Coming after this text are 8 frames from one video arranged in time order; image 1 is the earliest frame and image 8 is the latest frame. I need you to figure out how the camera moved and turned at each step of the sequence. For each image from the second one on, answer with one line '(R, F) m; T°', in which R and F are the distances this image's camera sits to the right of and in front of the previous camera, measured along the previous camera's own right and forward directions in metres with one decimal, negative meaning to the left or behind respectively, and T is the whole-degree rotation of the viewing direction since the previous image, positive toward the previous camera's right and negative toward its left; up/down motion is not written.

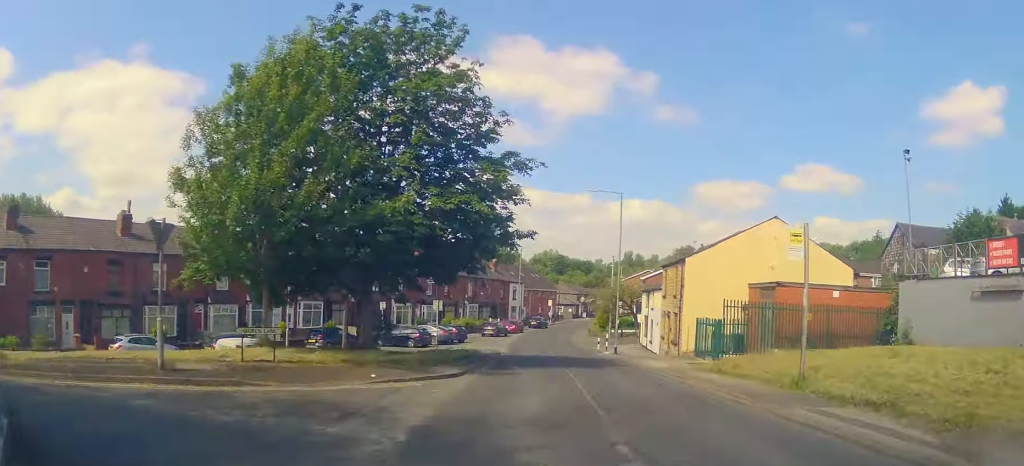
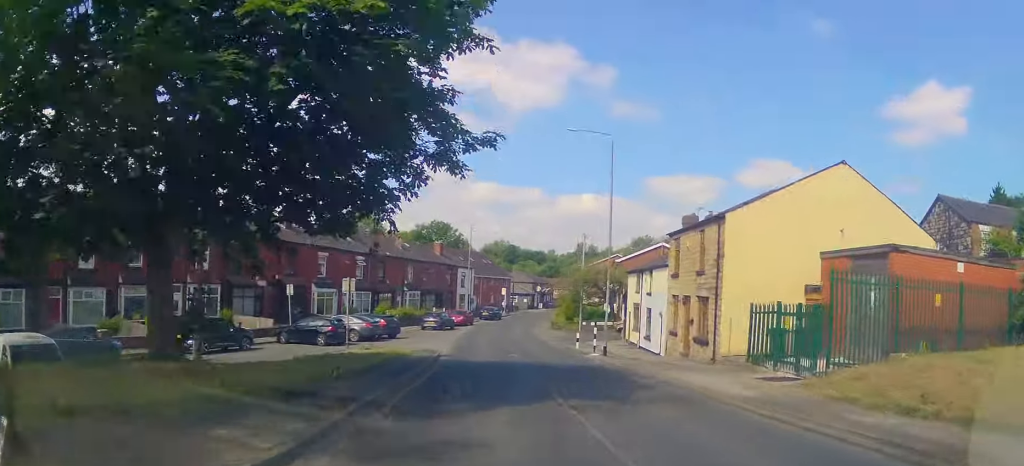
(+0.2, +11.2) m; +2°
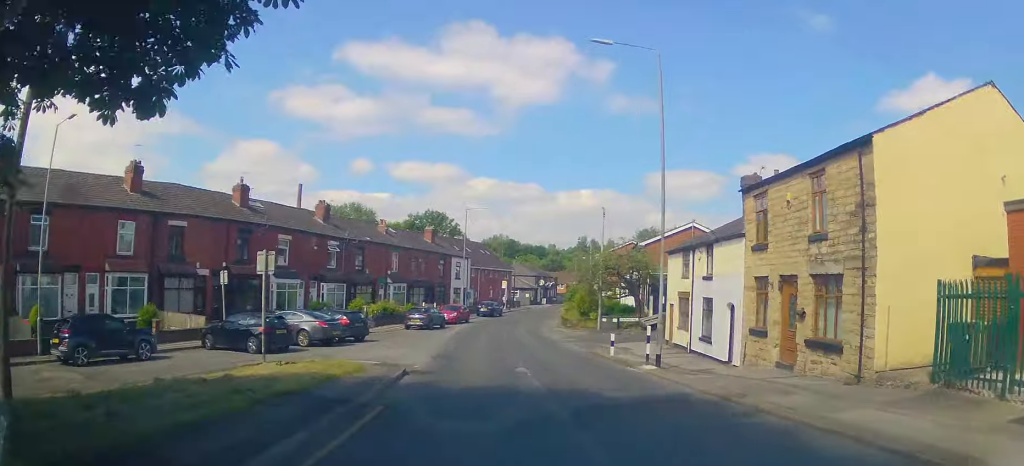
(+0.4, +8.6) m; -3°
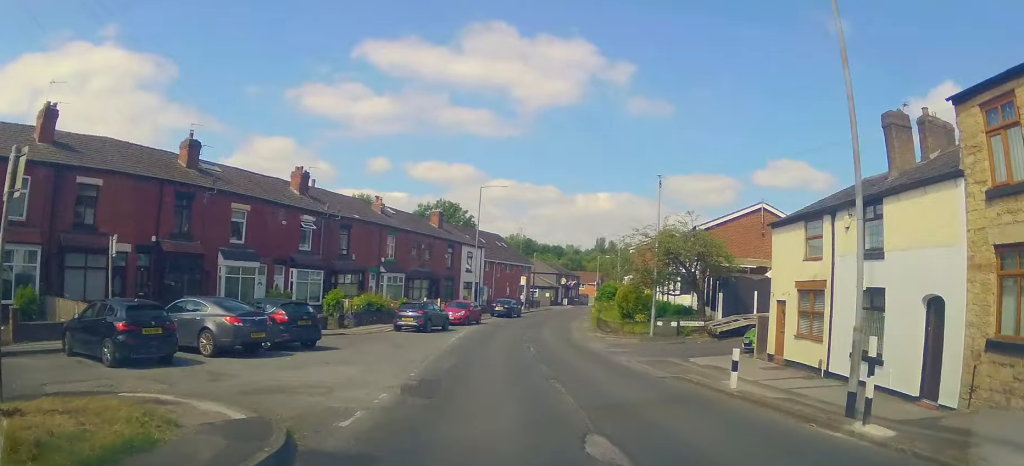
(-0.9, +9.4) m; -3°
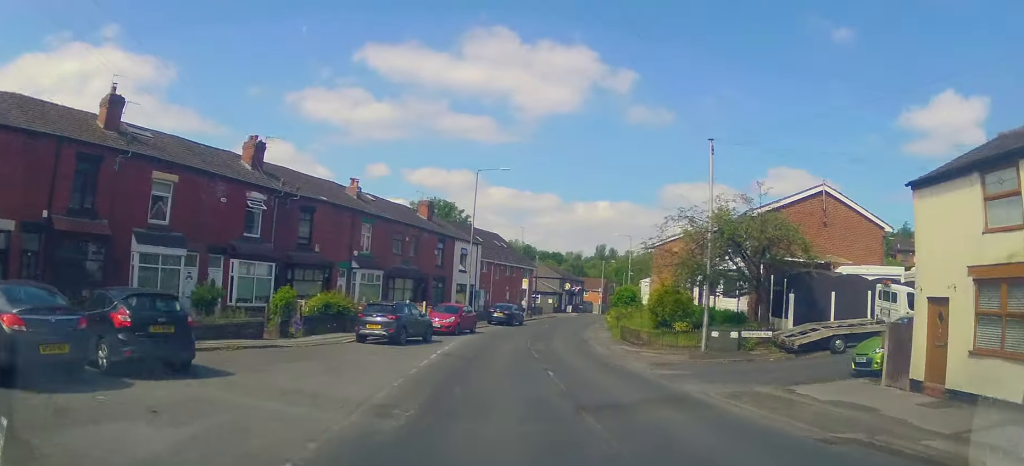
(+0.4, +7.3) m; +3°
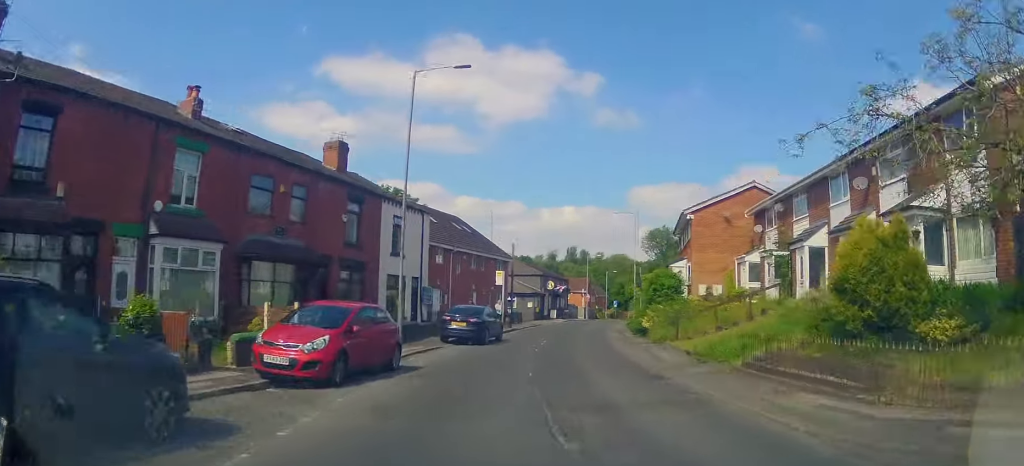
(+0.9, +17.3) m; +6°
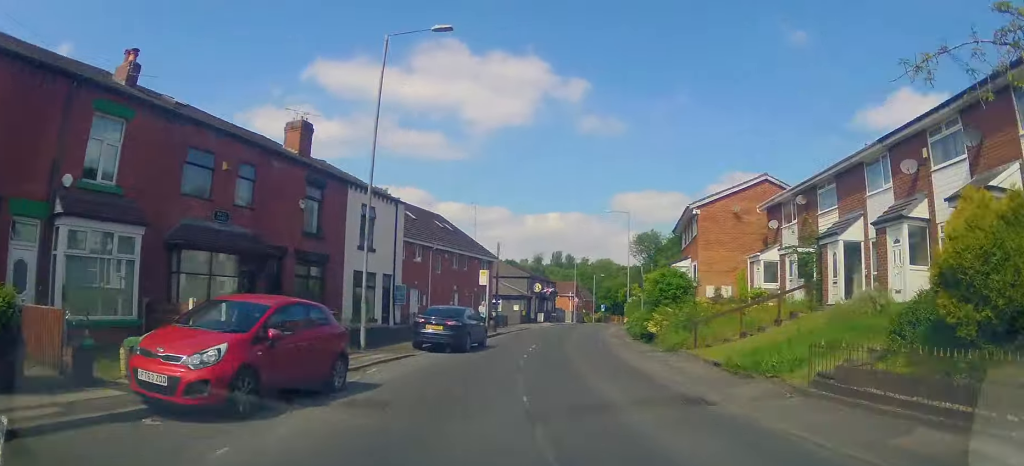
(+0.1, +3.5) m; +1°
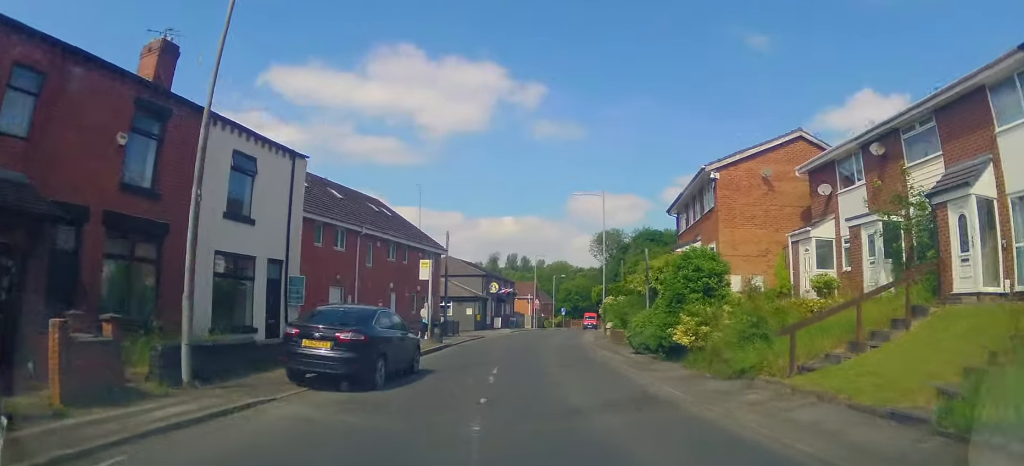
(0.0, +8.4) m; +1°
